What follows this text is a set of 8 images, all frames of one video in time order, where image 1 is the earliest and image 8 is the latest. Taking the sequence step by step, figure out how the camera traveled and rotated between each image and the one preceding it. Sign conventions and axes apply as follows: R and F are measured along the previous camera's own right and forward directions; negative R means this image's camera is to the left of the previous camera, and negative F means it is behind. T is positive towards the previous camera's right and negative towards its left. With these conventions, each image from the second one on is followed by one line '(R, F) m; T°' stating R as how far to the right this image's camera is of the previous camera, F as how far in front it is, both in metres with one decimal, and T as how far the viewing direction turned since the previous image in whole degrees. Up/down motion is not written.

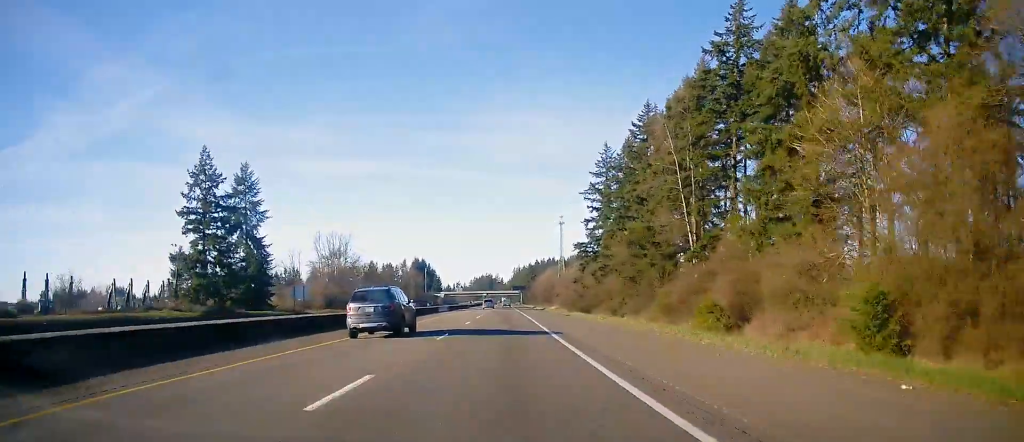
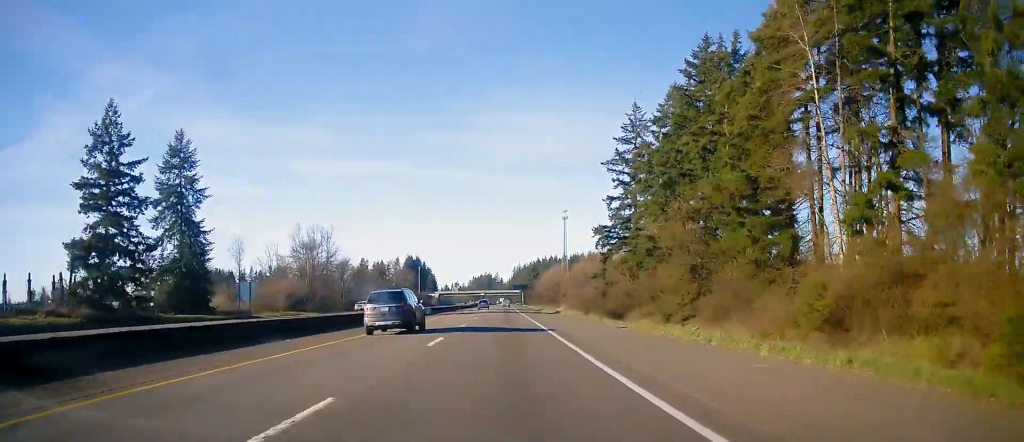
(0.0, +26.6) m; 0°
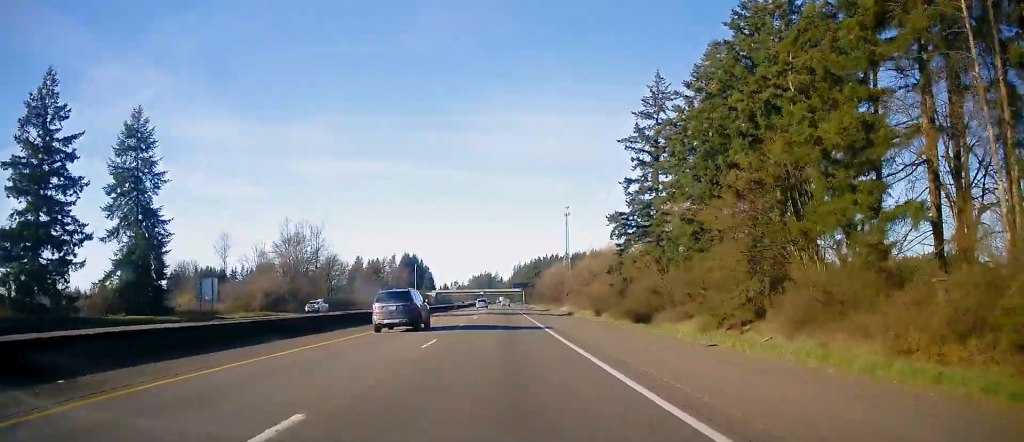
(0.0, +13.2) m; 0°
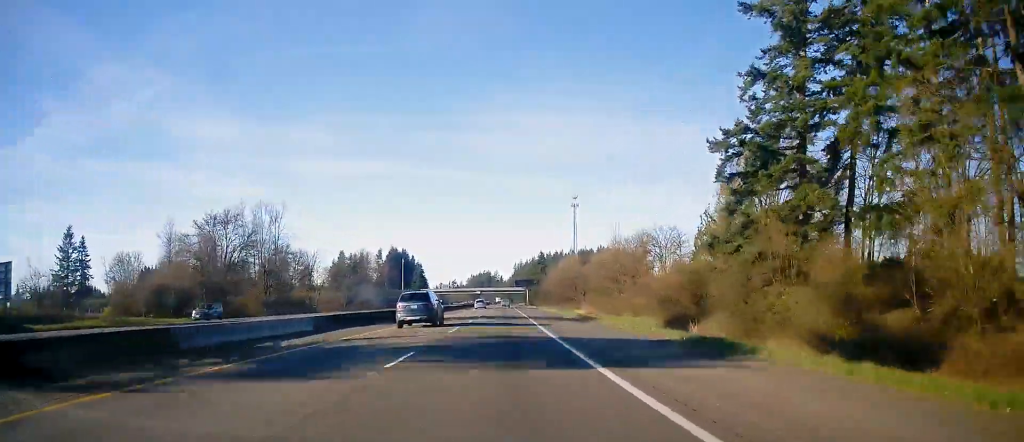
(0.0, +40.7) m; 0°
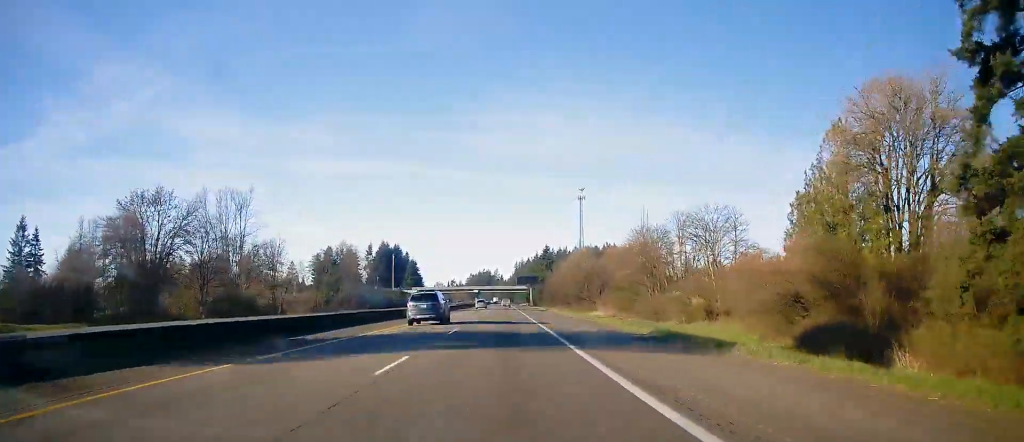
(0.0, +25.4) m; 0°
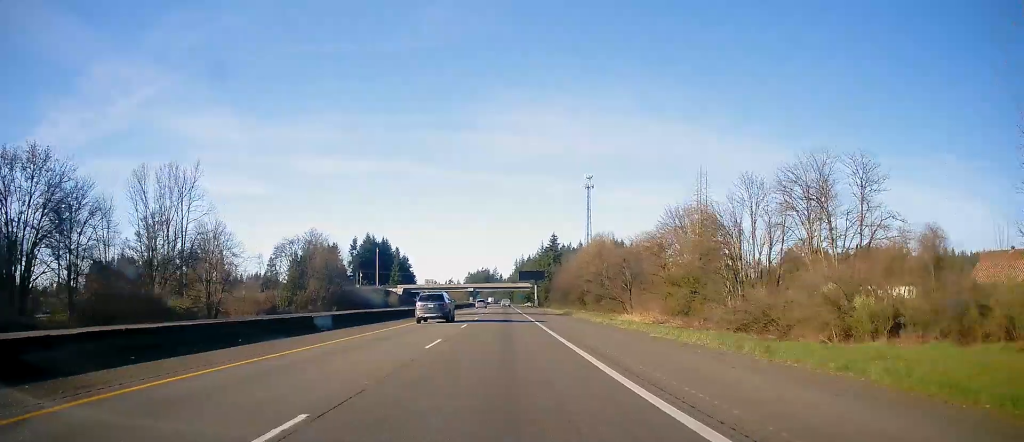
(0.0, +32.1) m; 0°
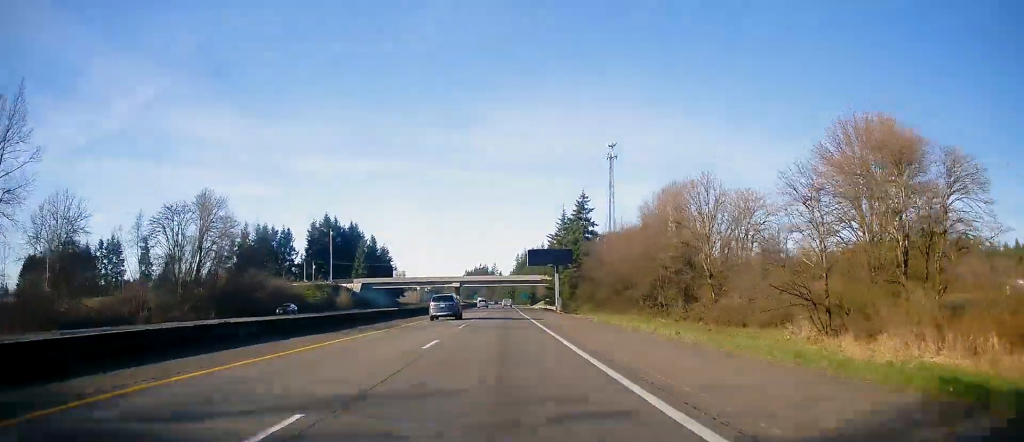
(0.0, +60.8) m; 0°
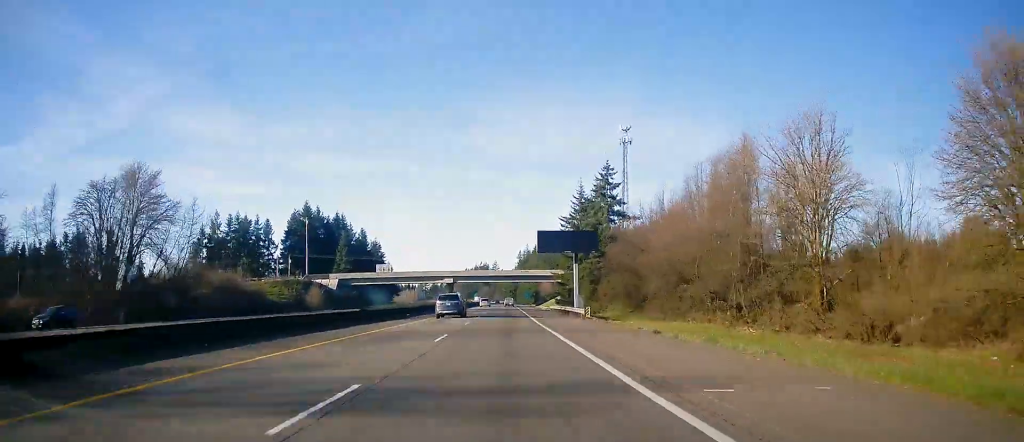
(0.0, +22.1) m; 0°
